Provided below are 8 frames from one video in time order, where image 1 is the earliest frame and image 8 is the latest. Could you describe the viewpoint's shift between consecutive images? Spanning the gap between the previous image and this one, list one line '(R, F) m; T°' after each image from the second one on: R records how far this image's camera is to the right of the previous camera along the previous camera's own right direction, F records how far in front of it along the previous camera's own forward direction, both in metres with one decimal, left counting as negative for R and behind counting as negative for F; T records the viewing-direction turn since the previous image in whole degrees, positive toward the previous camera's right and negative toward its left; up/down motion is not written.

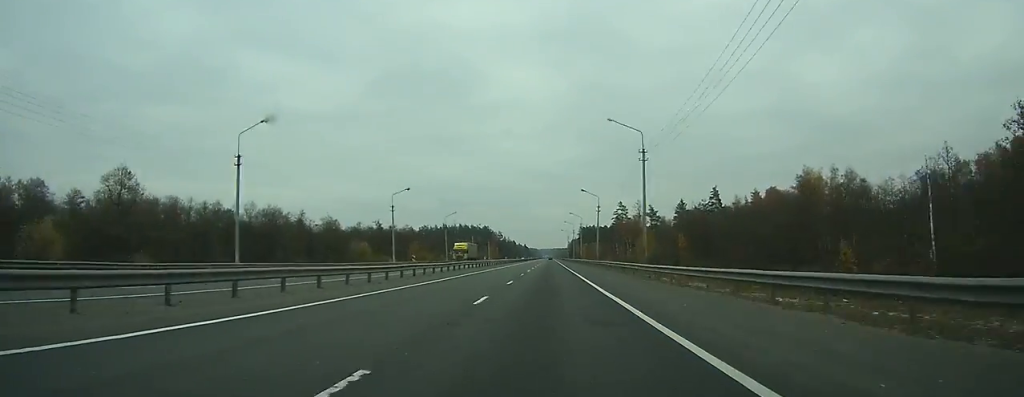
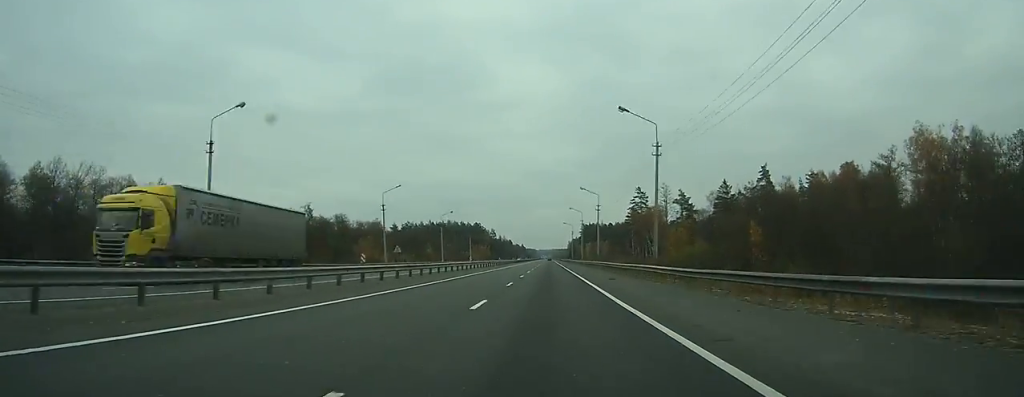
(0.0, +47.6) m; 0°
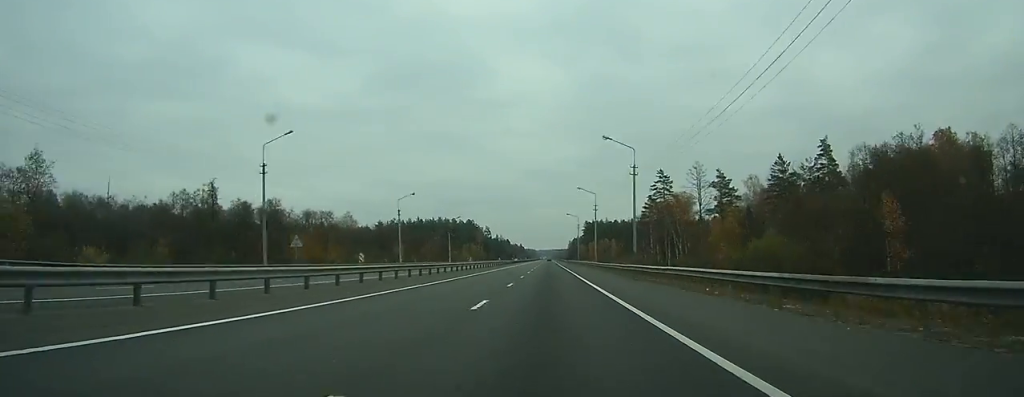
(0.0, +34.7) m; 0°
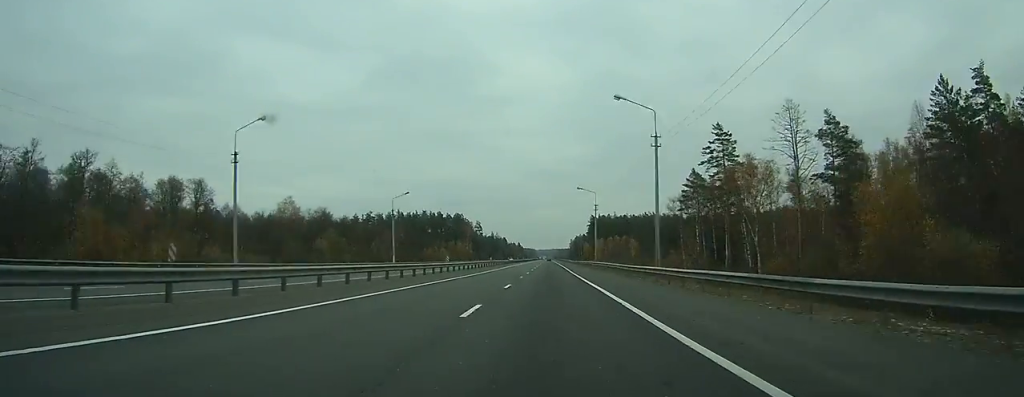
(0.0, +48.8) m; 0°
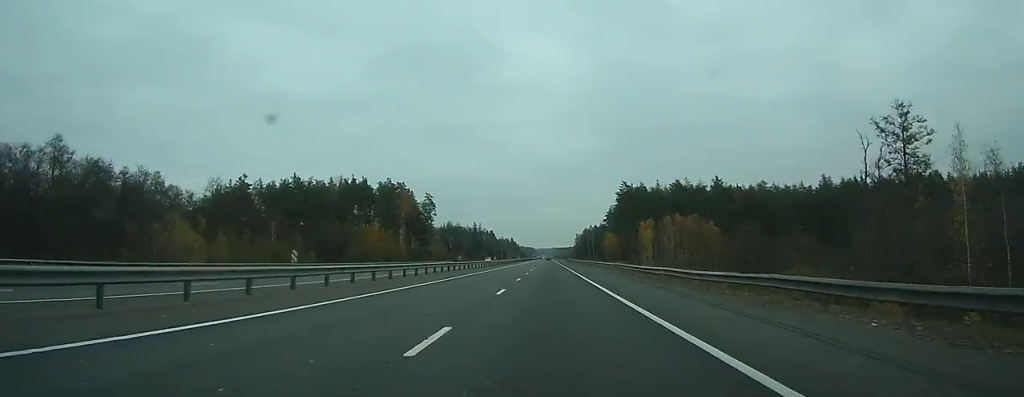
(+0.5, +140.9) m; 0°
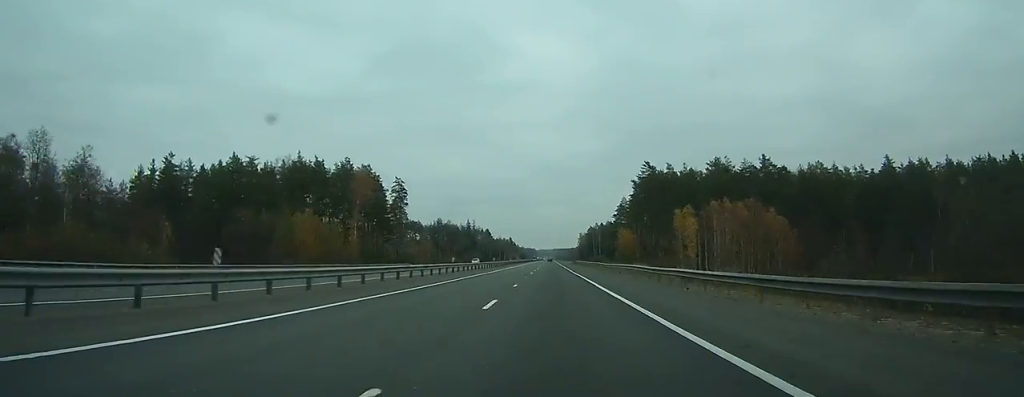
(0.0, +39.4) m; 0°
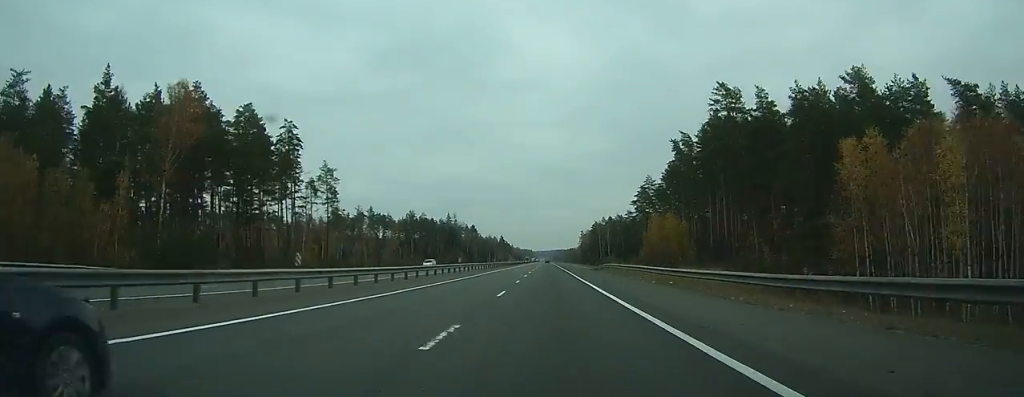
(+0.1, +61.2) m; 0°
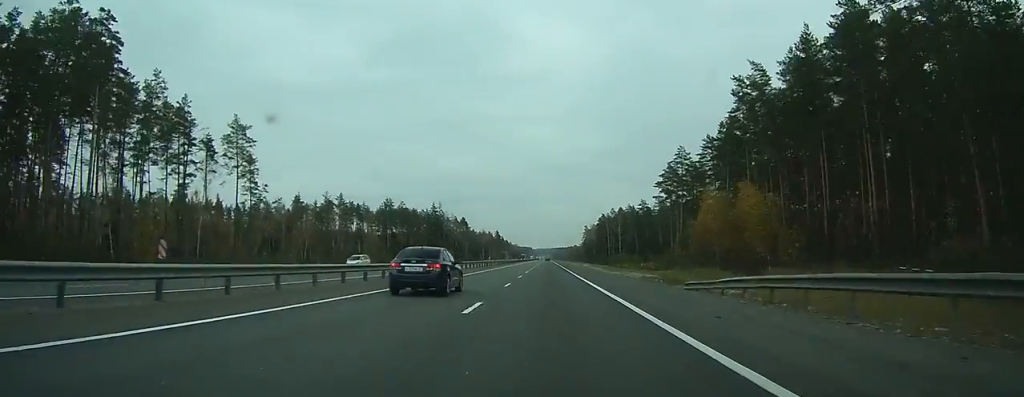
(+0.1, +40.0) m; 0°
